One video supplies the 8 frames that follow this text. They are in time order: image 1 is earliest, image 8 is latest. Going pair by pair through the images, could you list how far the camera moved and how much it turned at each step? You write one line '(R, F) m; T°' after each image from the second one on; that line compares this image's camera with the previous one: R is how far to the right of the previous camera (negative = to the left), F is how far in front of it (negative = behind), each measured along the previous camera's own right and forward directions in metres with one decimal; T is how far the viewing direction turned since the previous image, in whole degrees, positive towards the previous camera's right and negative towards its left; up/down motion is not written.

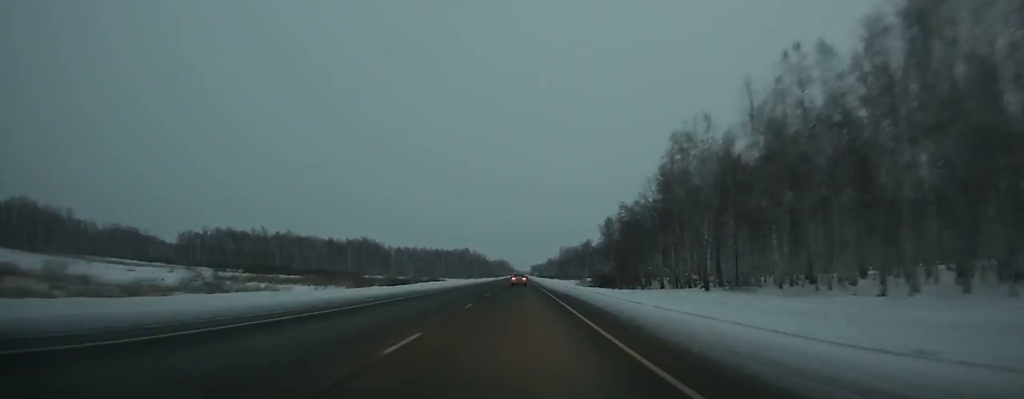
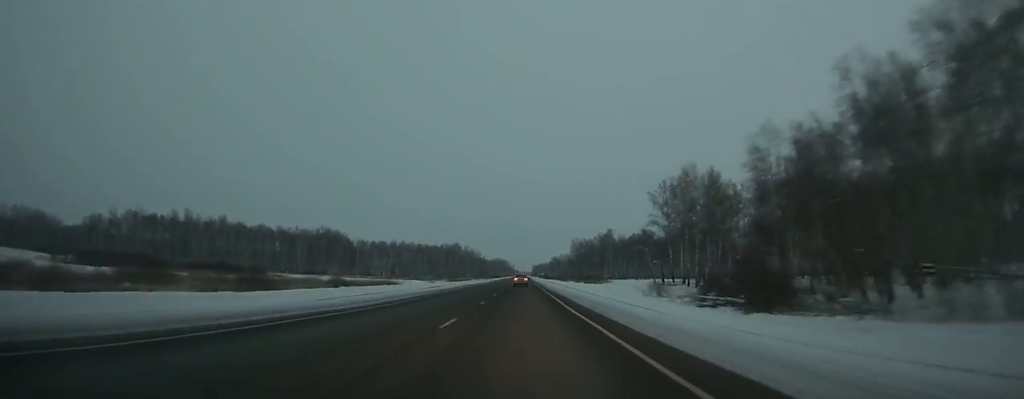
(+0.2, +89.5) m; 0°
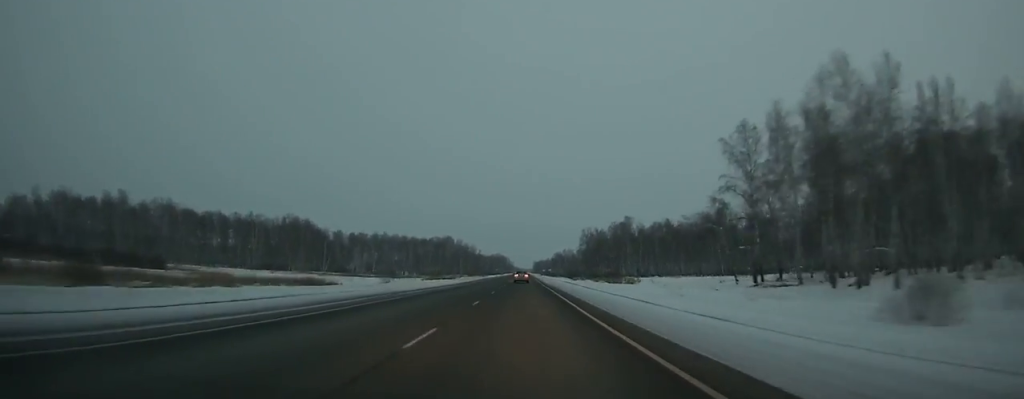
(0.0, +53.2) m; 0°
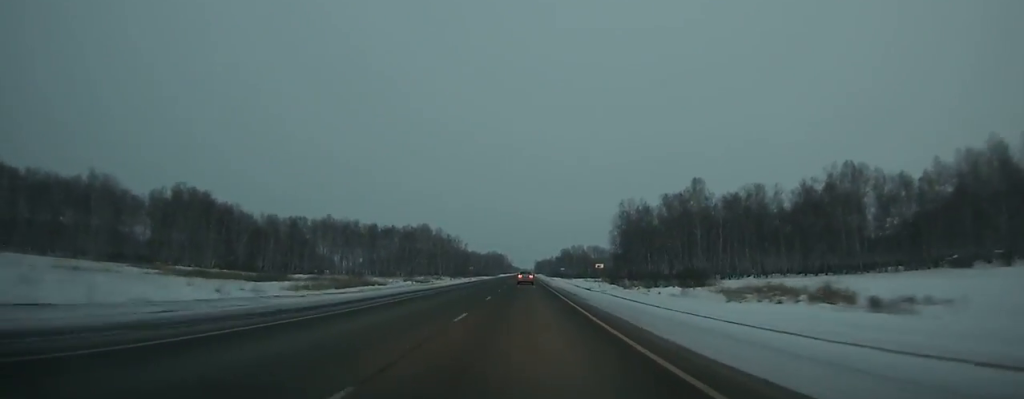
(-0.1, +100.8) m; 0°
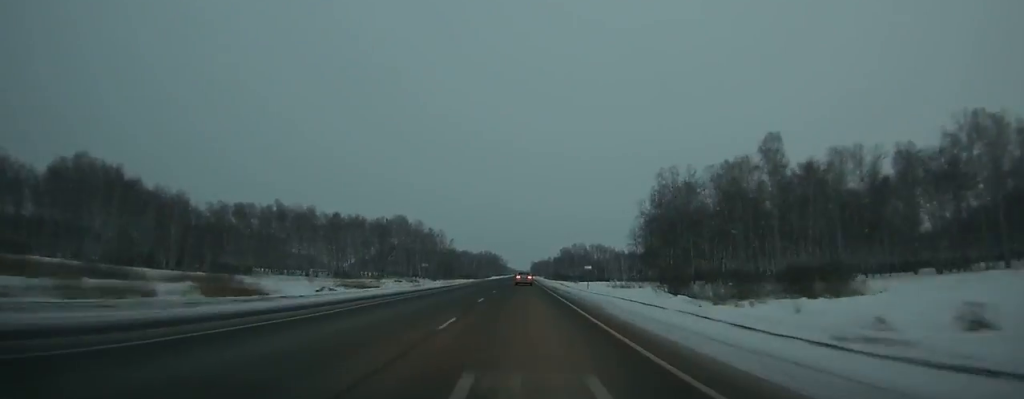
(+0.1, +50.4) m; 0°
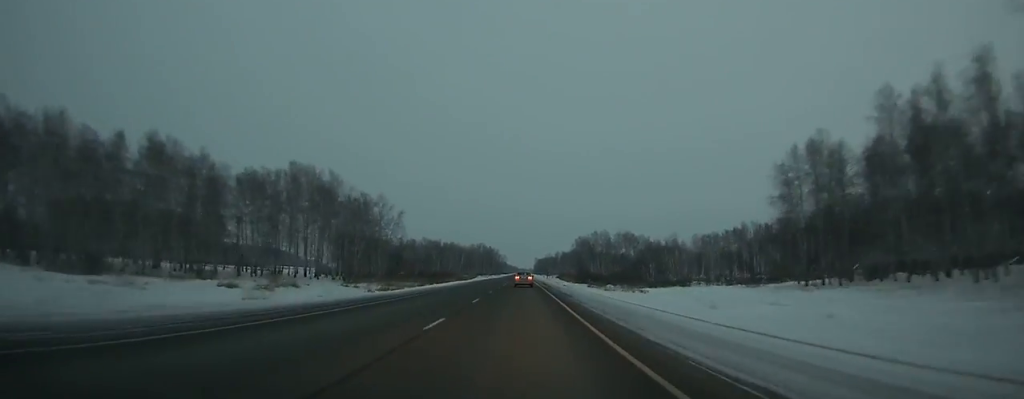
(-0.3, +120.4) m; 0°
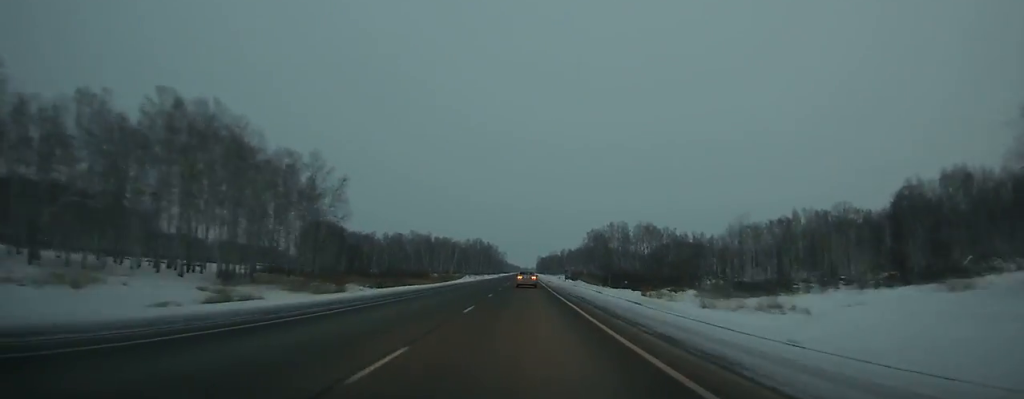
(-0.1, +53.0) m; 0°
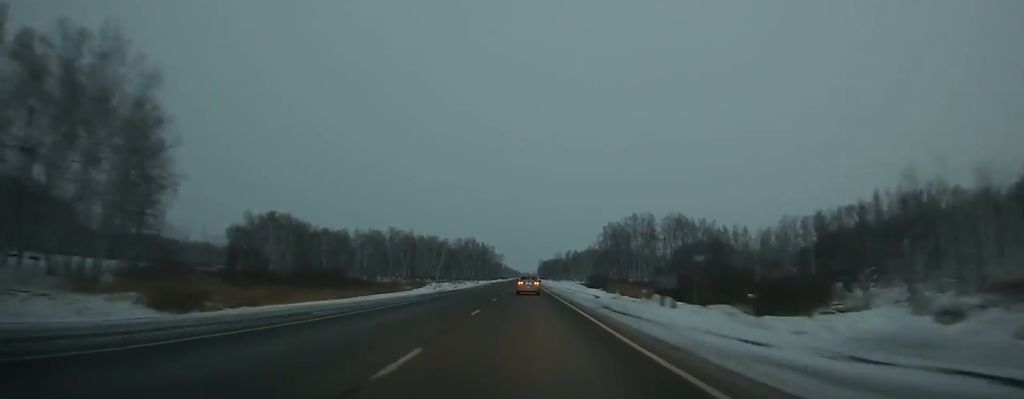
(0.0, +58.2) m; 0°
